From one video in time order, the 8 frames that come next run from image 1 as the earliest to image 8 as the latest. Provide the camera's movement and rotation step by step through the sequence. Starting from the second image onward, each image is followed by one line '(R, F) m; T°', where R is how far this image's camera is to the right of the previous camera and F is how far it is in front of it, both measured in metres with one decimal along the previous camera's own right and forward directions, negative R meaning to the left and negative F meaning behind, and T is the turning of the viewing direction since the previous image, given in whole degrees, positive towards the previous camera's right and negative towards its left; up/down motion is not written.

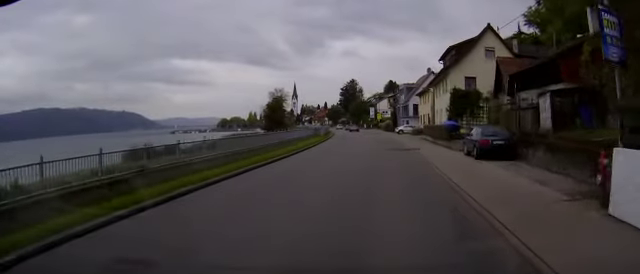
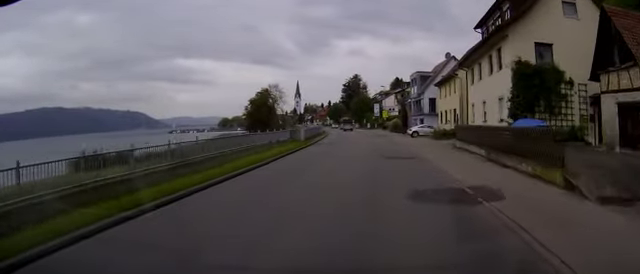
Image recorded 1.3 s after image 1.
(-0.1, +17.3) m; -1°
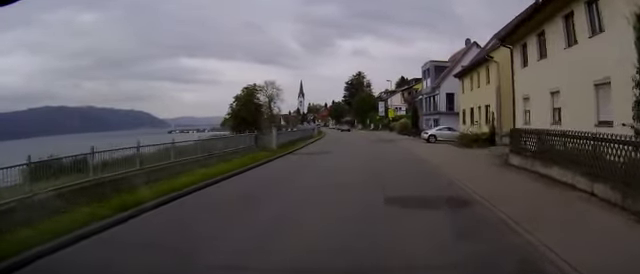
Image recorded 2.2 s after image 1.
(-0.1, +11.4) m; -1°
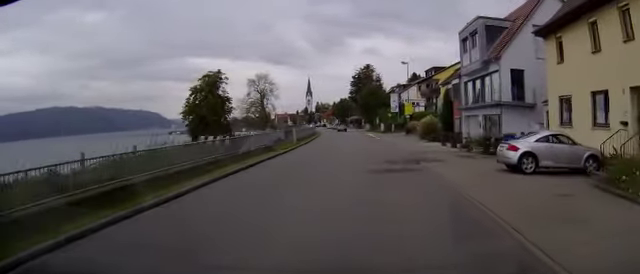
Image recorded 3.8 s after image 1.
(-0.3, +21.2) m; -2°
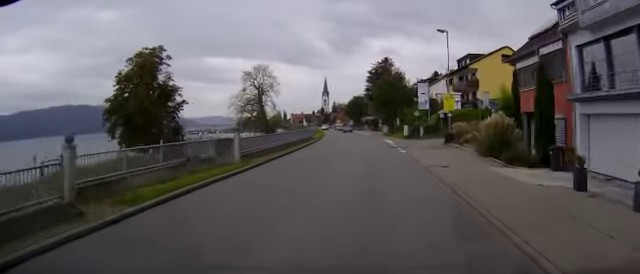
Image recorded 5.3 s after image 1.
(-0.4, +19.7) m; -2°
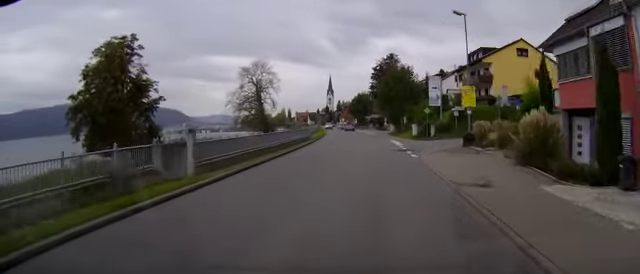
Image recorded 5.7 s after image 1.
(0.0, +5.4) m; 0°
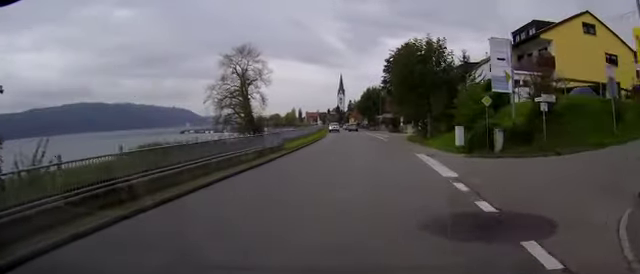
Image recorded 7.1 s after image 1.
(-0.2, +18.9) m; -1°
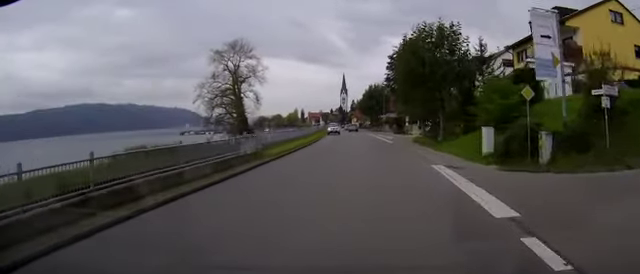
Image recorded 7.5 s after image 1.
(0.0, +5.9) m; 0°
